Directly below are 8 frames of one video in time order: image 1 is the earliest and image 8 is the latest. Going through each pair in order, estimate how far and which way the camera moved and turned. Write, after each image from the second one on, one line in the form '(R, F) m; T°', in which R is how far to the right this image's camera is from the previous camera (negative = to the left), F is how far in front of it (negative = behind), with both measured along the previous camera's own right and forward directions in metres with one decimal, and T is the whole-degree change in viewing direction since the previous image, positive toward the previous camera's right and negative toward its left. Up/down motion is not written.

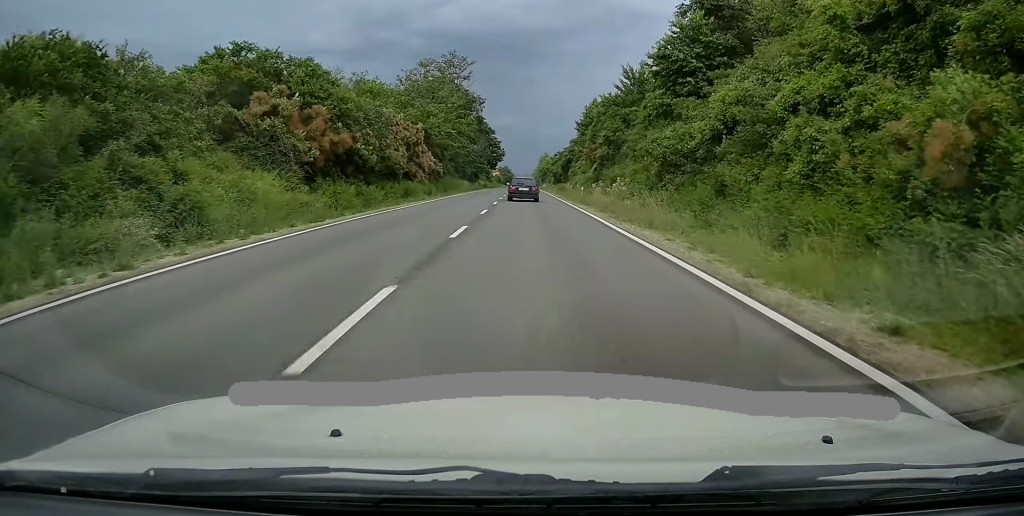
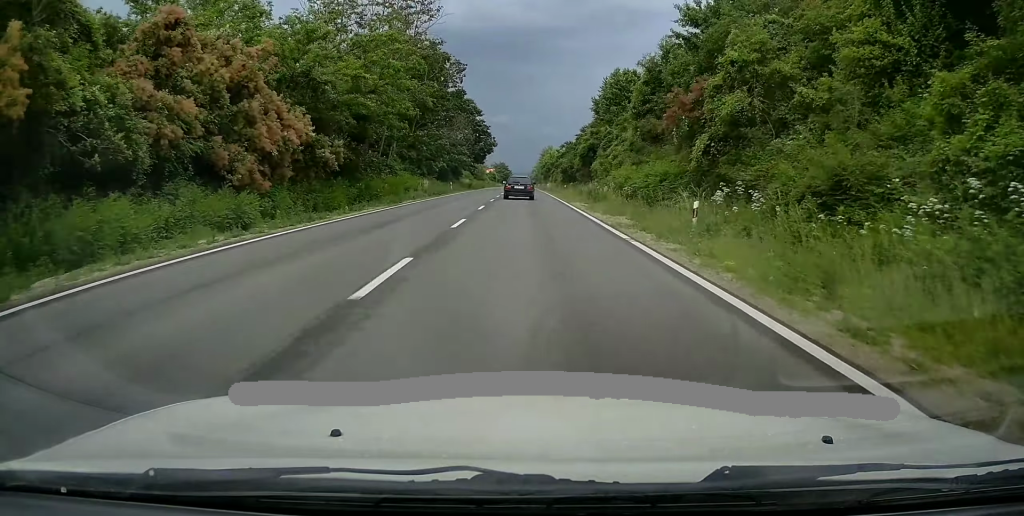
(-0.3, +33.3) m; -1°
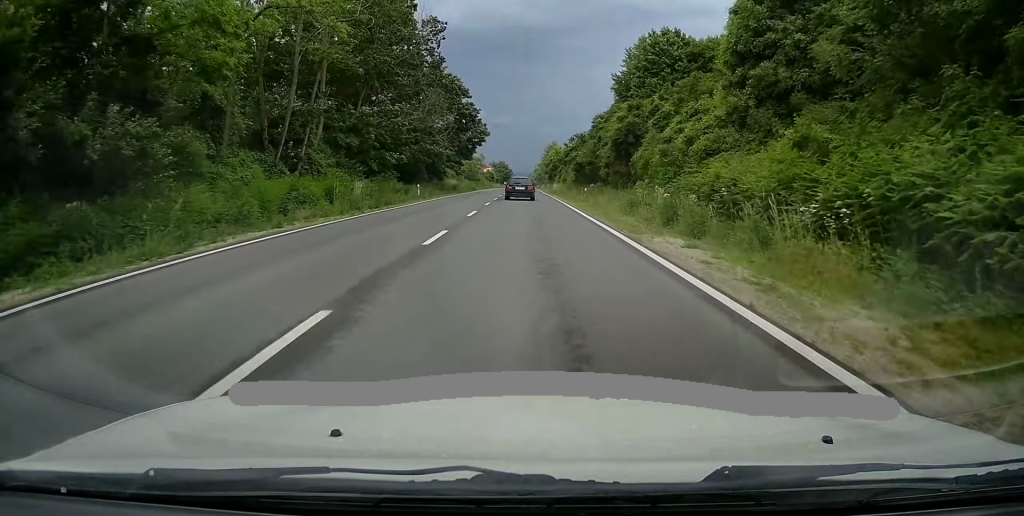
(-0.1, +21.7) m; 0°
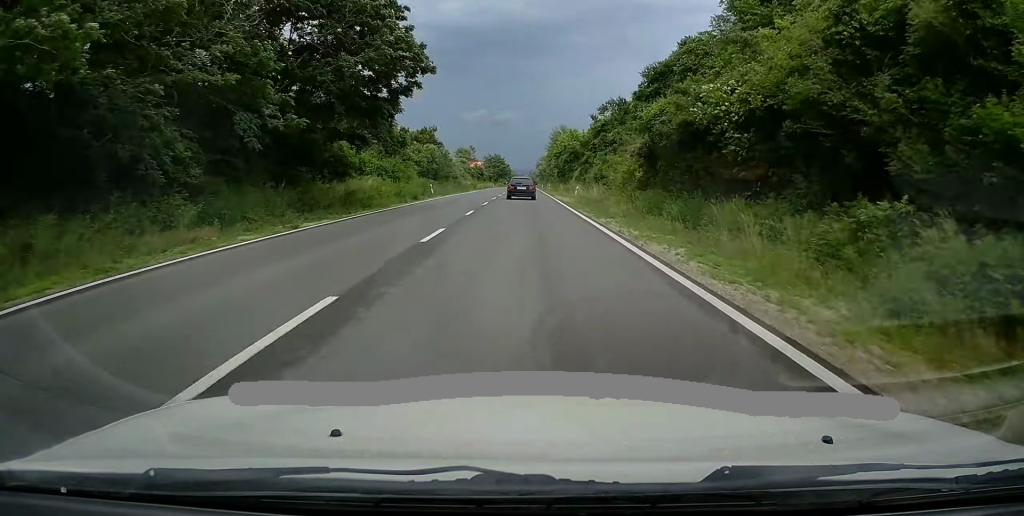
(+0.4, +43.6) m; +1°
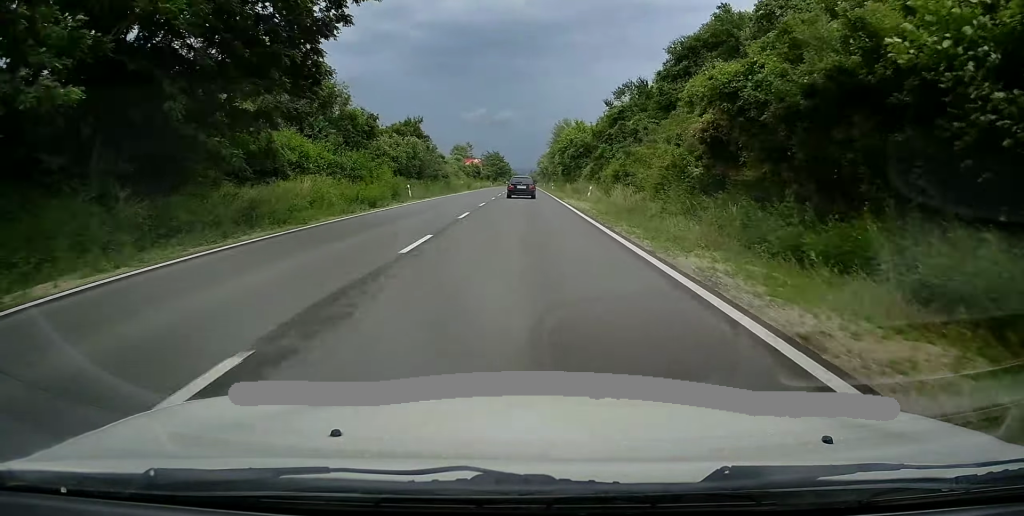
(0.0, +10.9) m; 0°
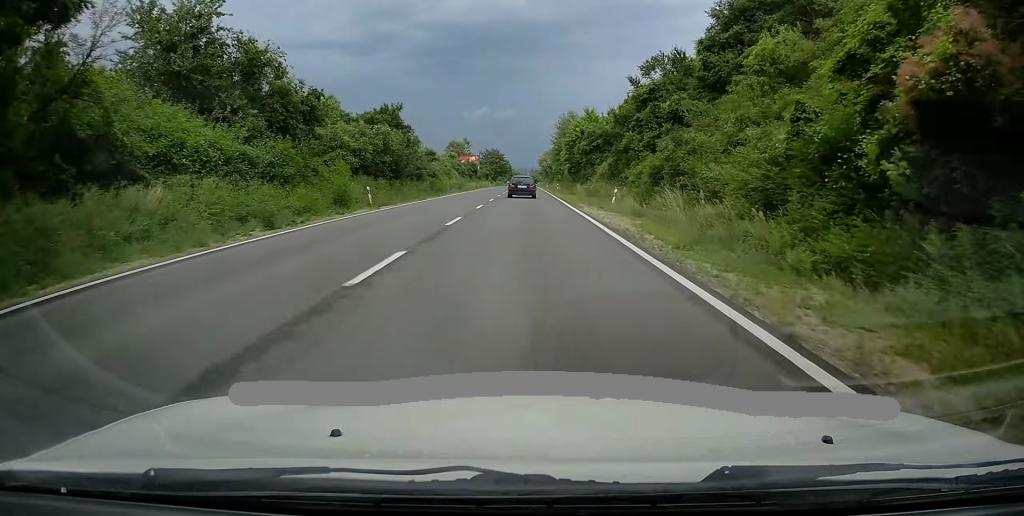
(+0.1, +11.8) m; 0°
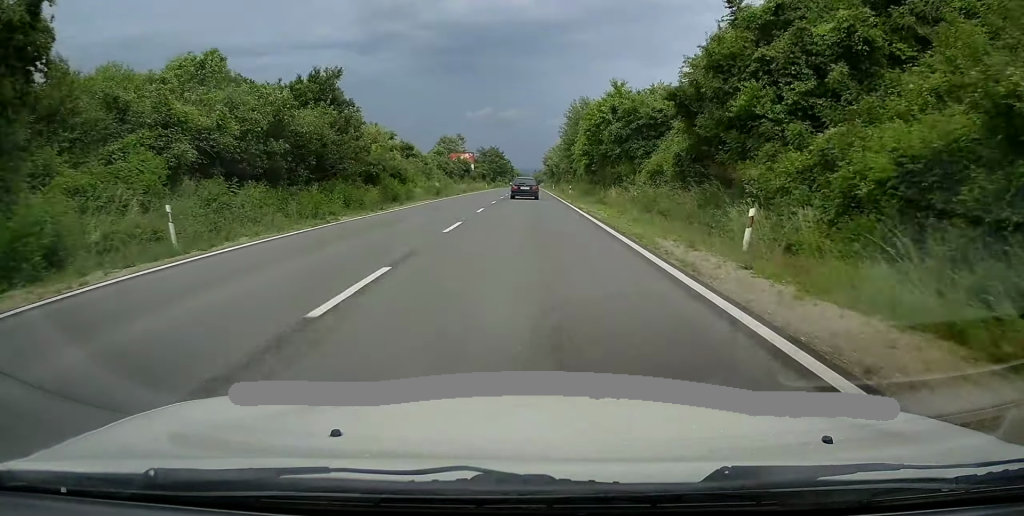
(-0.3, +19.5) m; 0°
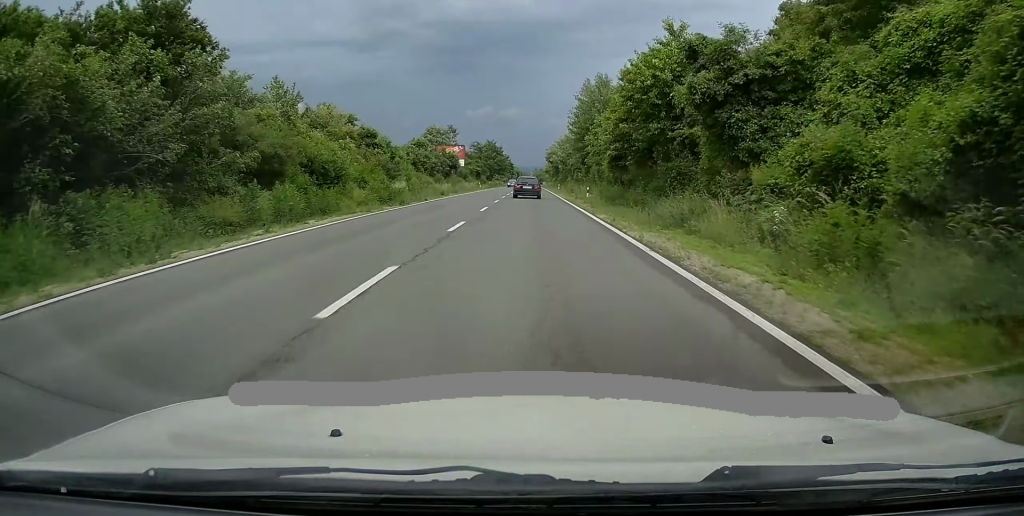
(0.0, +17.8) m; 0°
